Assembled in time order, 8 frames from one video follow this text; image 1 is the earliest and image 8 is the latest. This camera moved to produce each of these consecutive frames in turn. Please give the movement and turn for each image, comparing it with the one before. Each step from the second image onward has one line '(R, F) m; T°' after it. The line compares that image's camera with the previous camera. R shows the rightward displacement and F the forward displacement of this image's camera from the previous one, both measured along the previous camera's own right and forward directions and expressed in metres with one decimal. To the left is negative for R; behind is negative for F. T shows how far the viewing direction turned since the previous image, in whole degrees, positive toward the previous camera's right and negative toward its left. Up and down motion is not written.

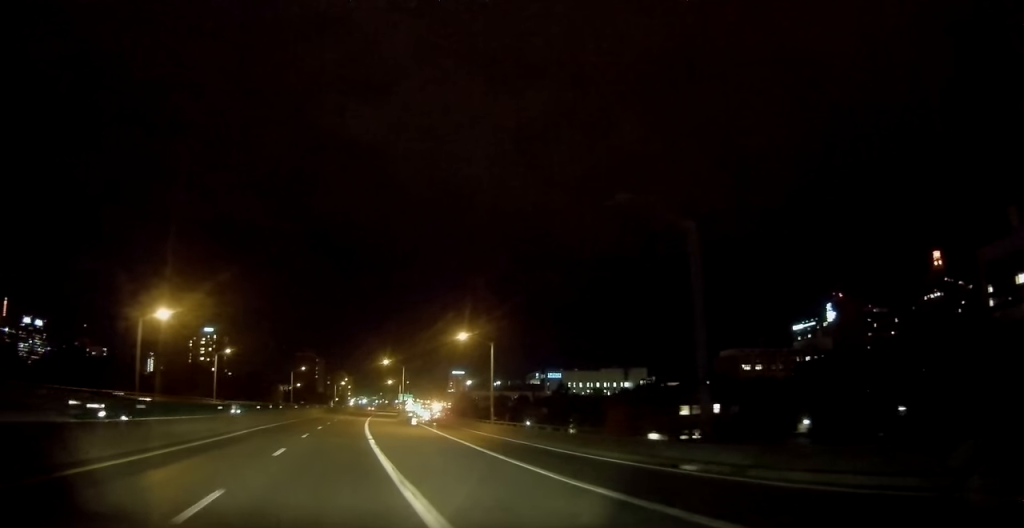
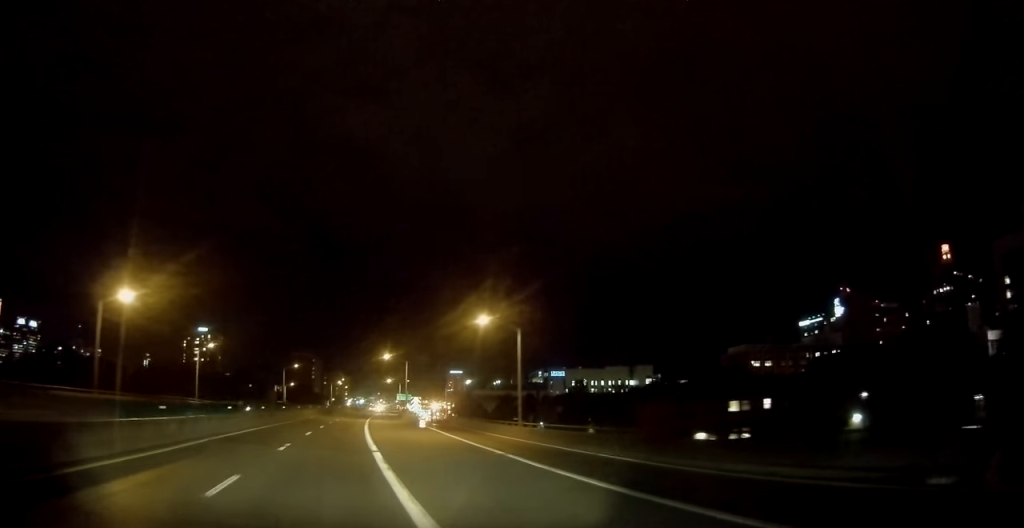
(0.0, +9.6) m; -1°
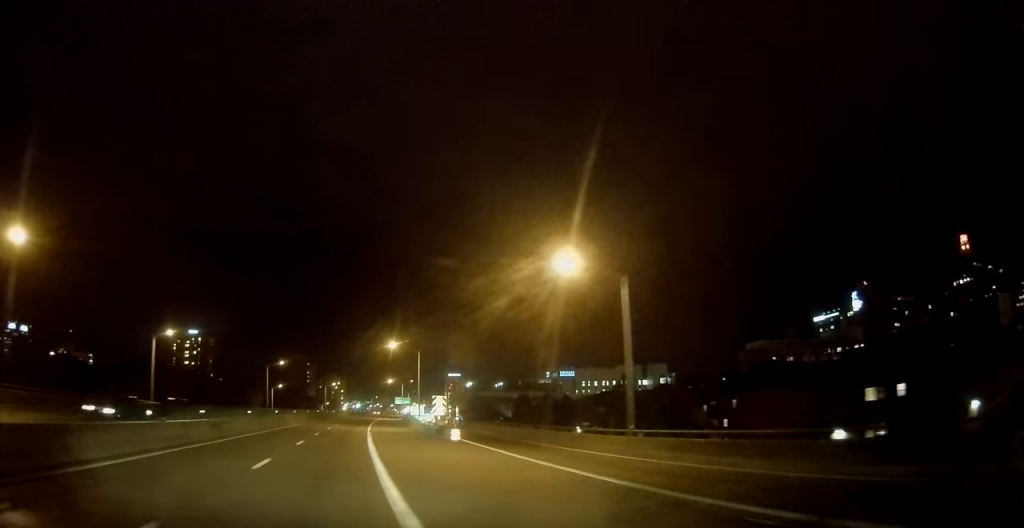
(-0.2, +18.3) m; 0°
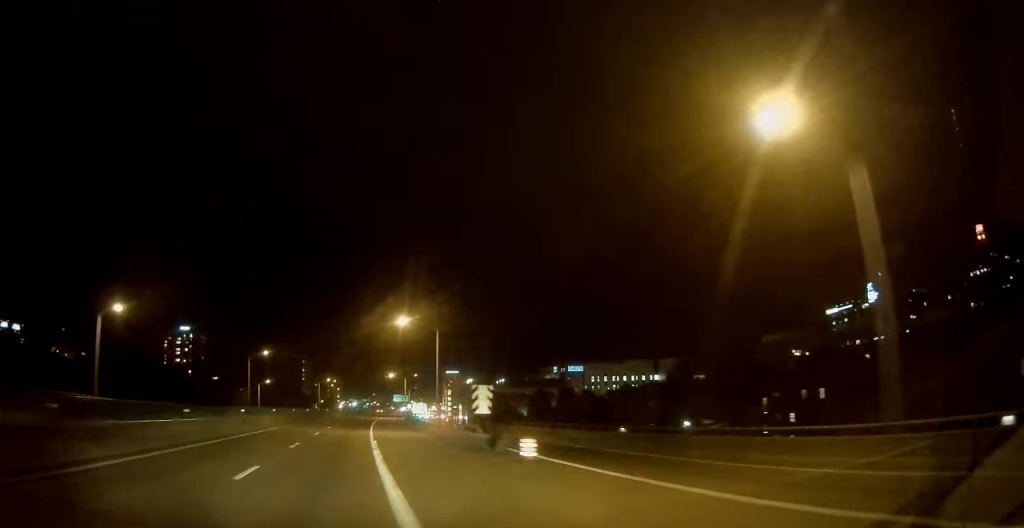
(+0.1, +15.0) m; +1°
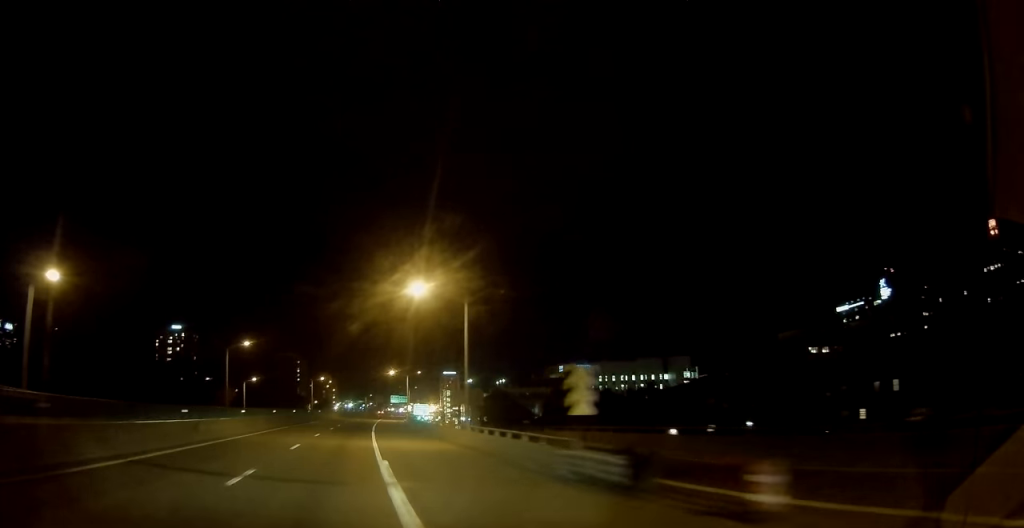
(0.0, +13.4) m; +1°
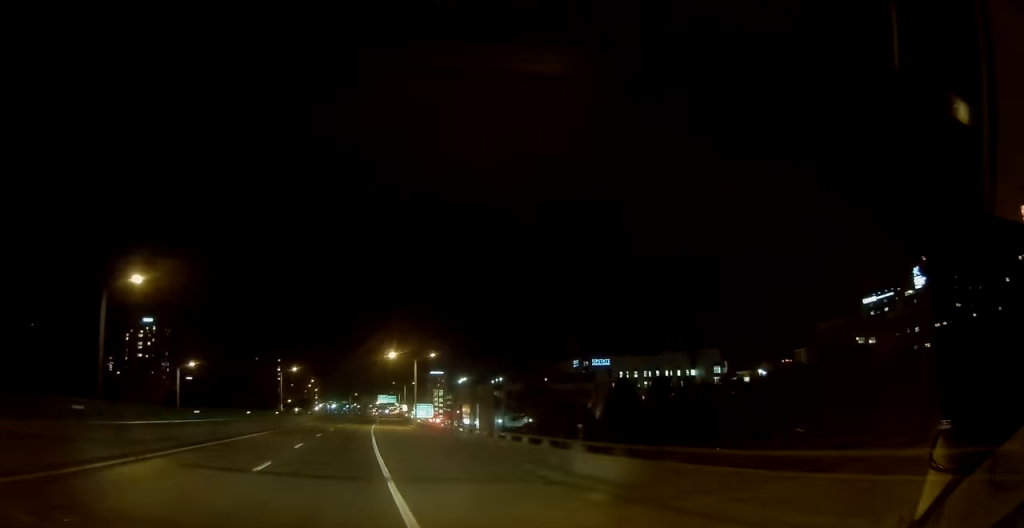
(+0.5, +34.4) m; +1°
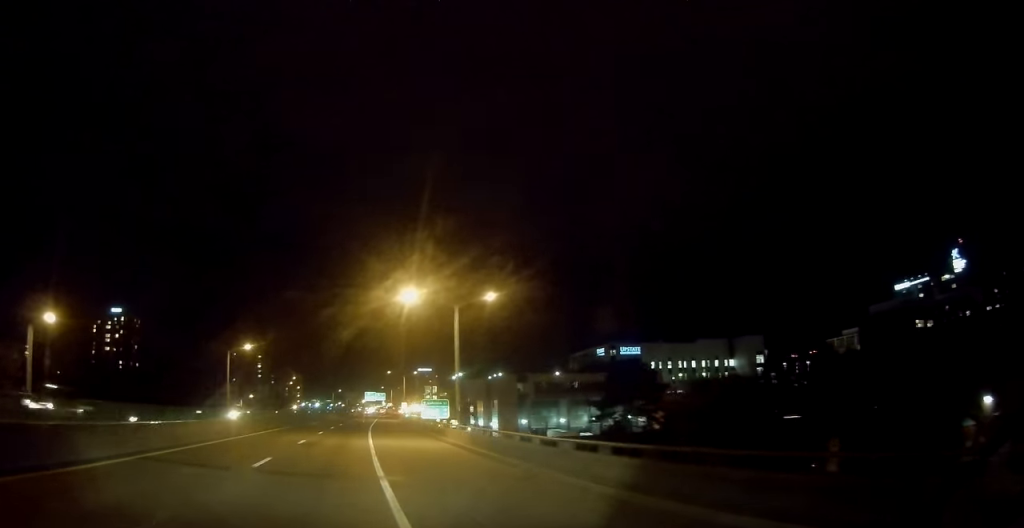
(+0.3, +35.1) m; +2°
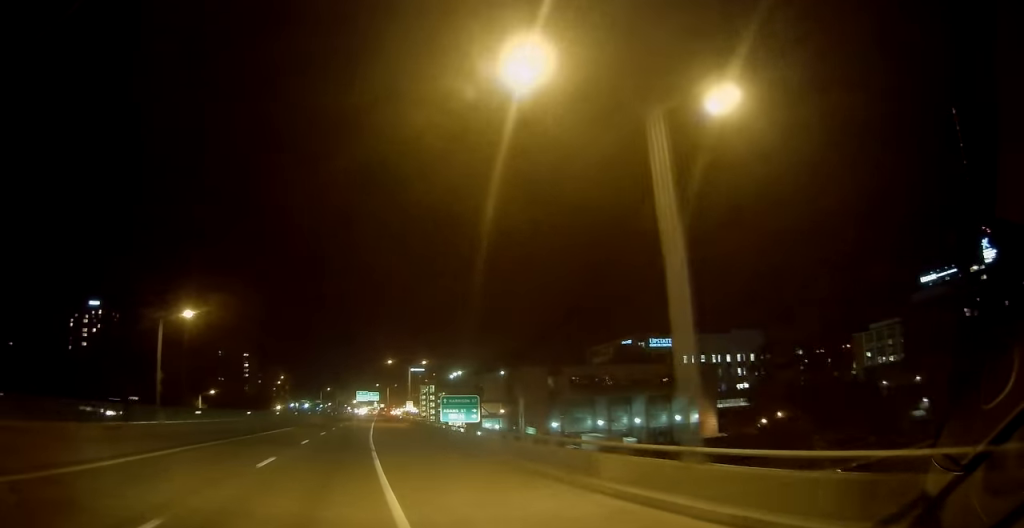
(+0.2, +24.3) m; +1°
